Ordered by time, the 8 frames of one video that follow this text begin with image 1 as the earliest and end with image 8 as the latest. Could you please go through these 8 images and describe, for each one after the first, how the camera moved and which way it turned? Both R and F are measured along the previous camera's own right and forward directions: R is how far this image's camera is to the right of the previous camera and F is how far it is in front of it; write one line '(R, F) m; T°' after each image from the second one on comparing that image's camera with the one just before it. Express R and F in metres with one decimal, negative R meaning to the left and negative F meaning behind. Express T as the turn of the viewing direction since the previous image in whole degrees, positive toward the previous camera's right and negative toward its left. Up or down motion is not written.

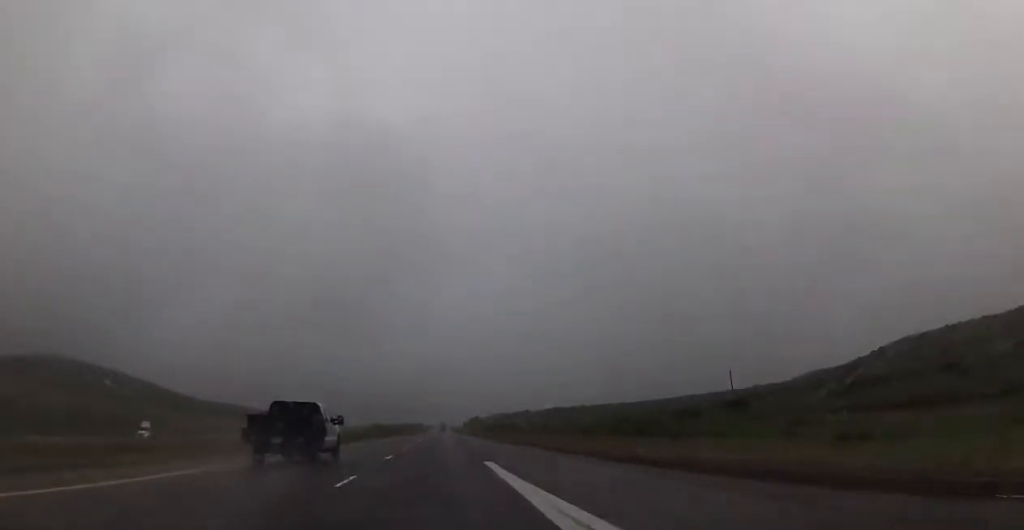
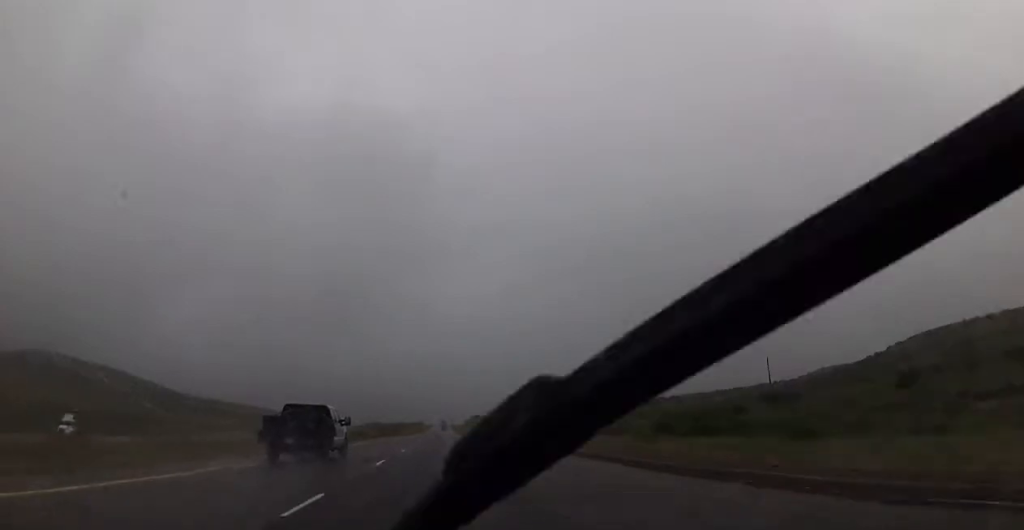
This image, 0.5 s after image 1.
(-0.1, +17.0) m; 0°
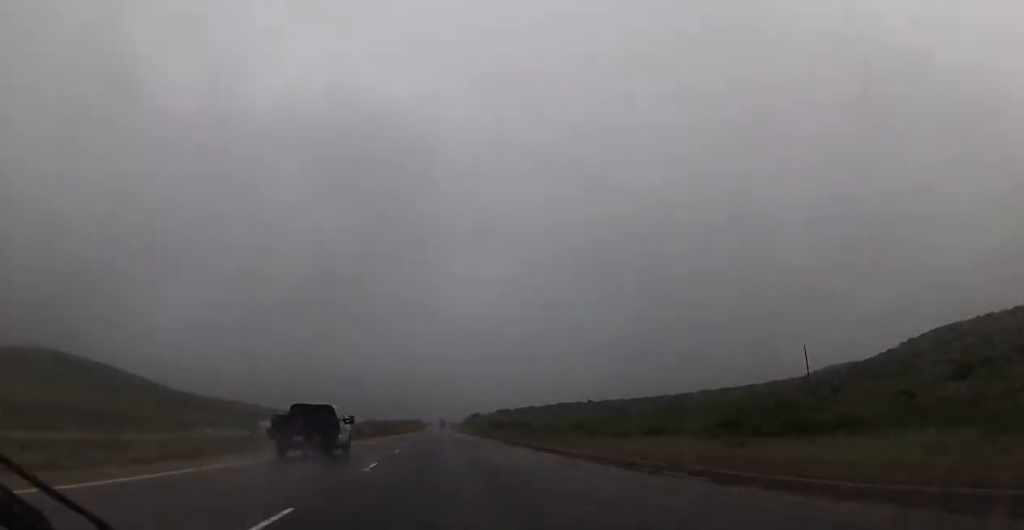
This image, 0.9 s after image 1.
(0.0, +14.8) m; 0°
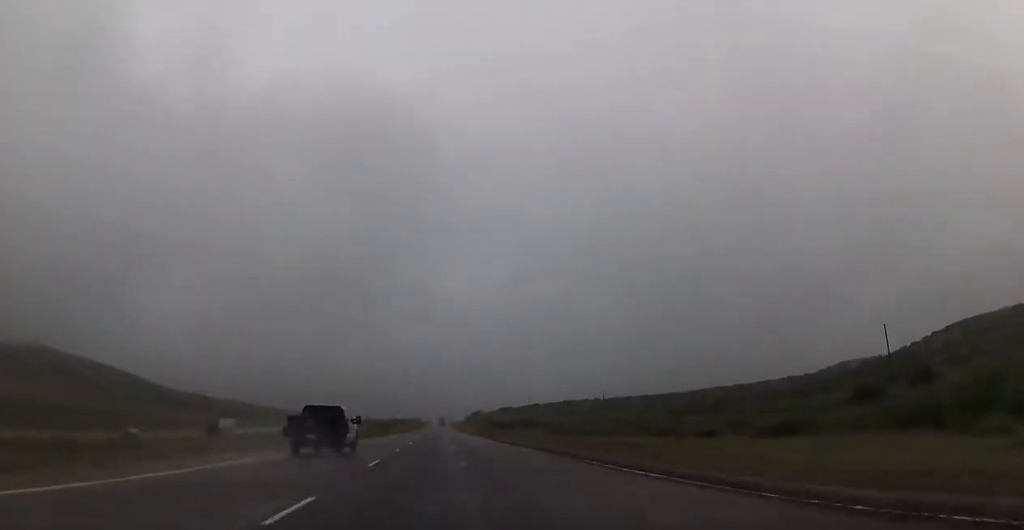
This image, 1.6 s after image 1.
(0.0, +22.8) m; 0°
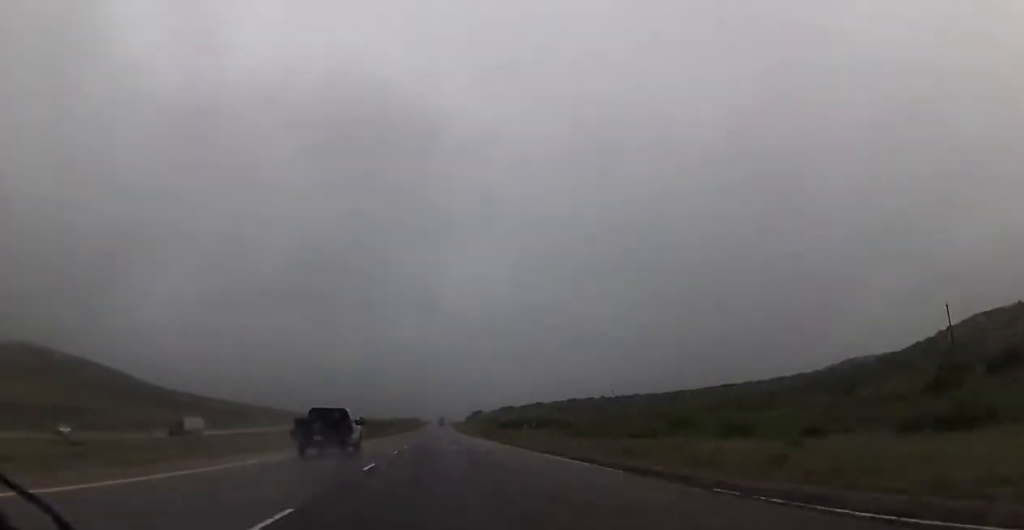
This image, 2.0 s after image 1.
(0.0, +13.8) m; 0°
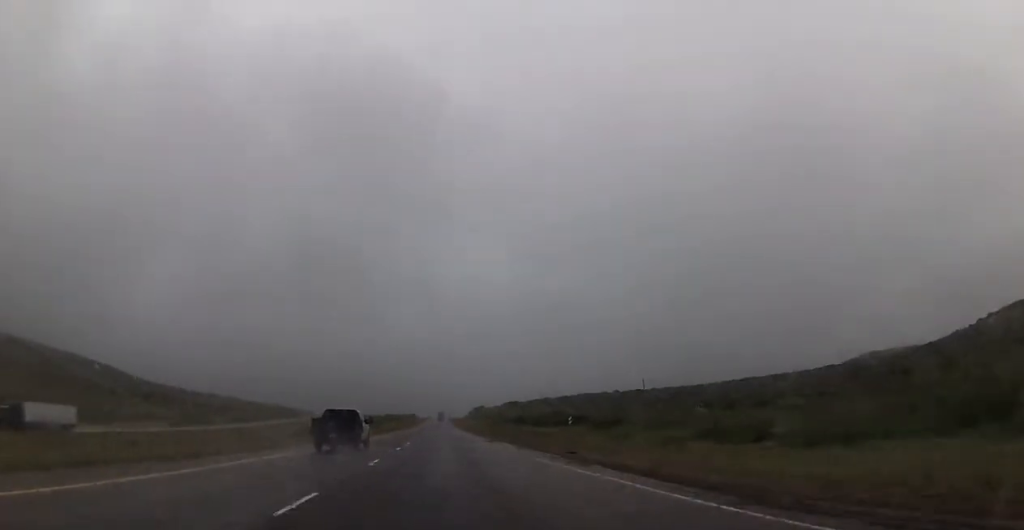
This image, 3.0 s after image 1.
(+0.3, +34.5) m; 0°
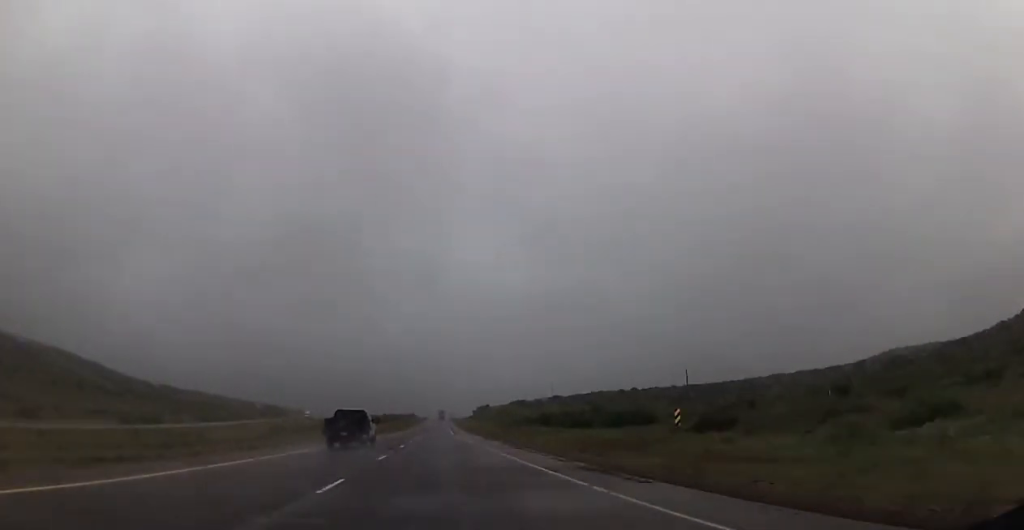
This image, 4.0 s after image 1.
(0.0, +33.4) m; 0°
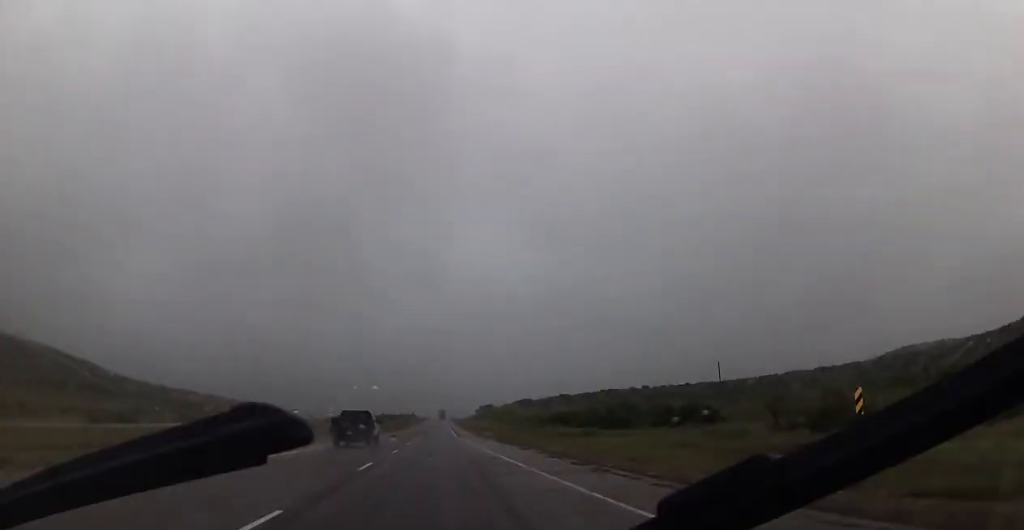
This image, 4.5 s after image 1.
(-0.2, +18.4) m; 0°
